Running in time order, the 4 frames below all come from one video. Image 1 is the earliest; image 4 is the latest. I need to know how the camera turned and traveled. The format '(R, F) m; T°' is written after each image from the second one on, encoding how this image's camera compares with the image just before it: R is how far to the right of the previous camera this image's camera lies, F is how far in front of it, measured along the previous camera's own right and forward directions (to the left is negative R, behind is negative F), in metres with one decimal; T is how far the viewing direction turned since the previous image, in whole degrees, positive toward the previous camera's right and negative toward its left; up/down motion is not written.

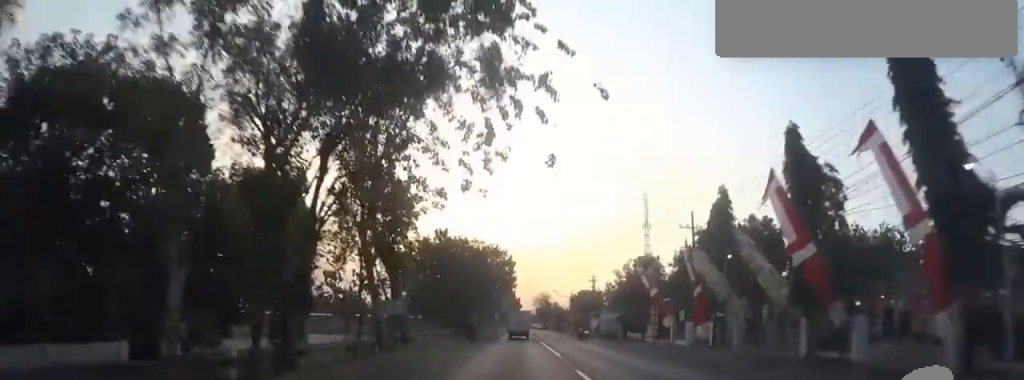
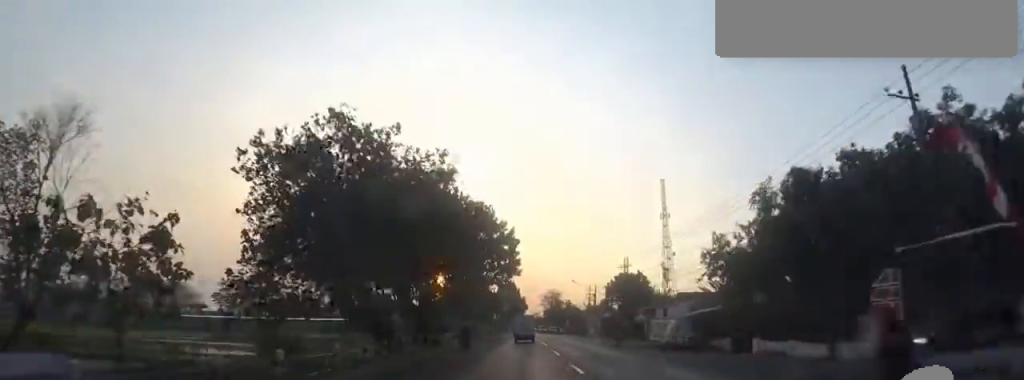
(-0.7, +24.9) m; -4°
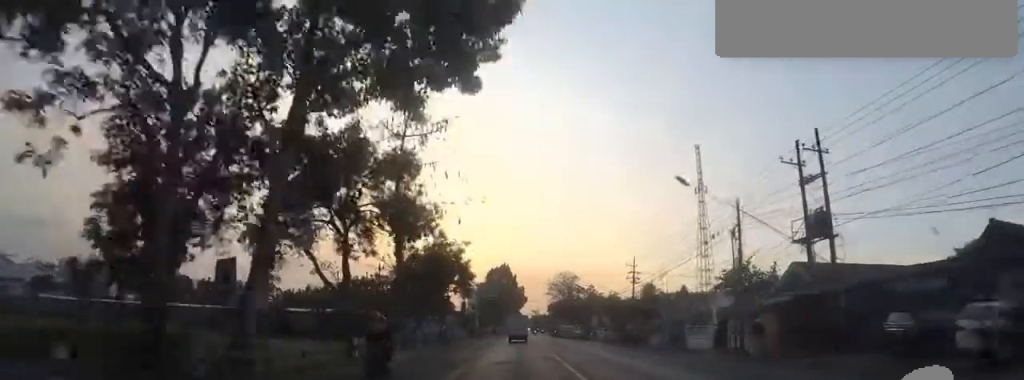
(0.0, +47.0) m; +1°
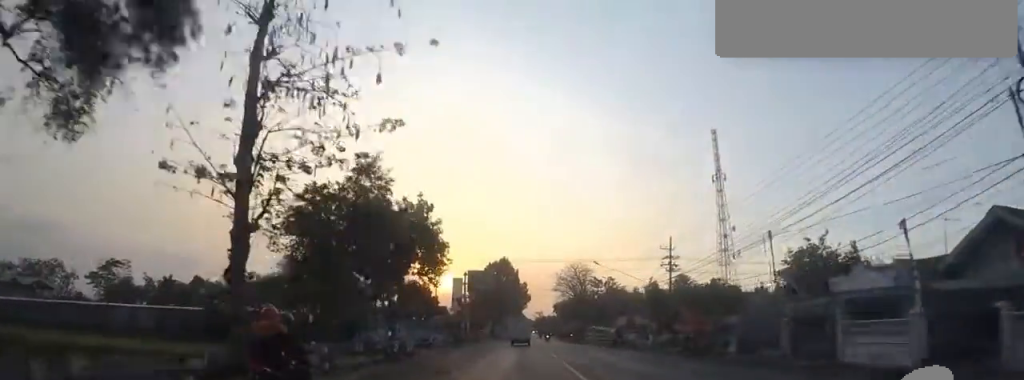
(-0.3, +15.2) m; +2°
